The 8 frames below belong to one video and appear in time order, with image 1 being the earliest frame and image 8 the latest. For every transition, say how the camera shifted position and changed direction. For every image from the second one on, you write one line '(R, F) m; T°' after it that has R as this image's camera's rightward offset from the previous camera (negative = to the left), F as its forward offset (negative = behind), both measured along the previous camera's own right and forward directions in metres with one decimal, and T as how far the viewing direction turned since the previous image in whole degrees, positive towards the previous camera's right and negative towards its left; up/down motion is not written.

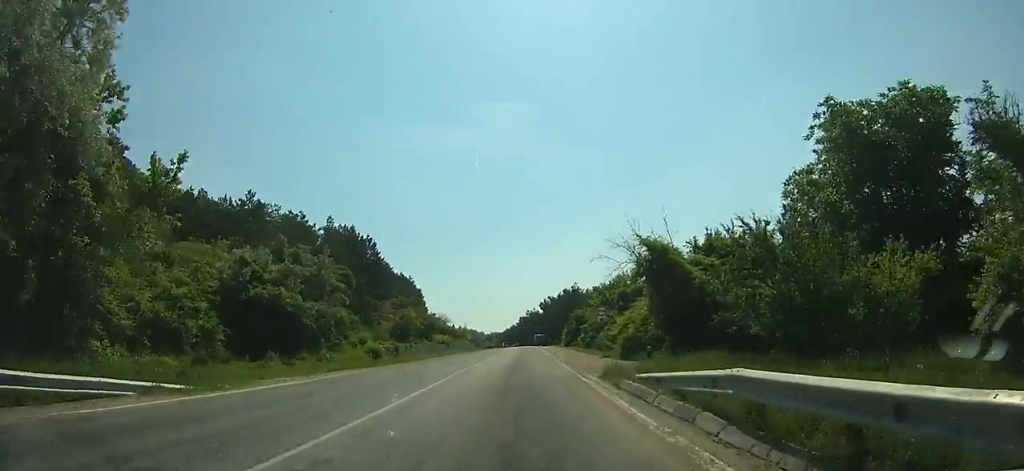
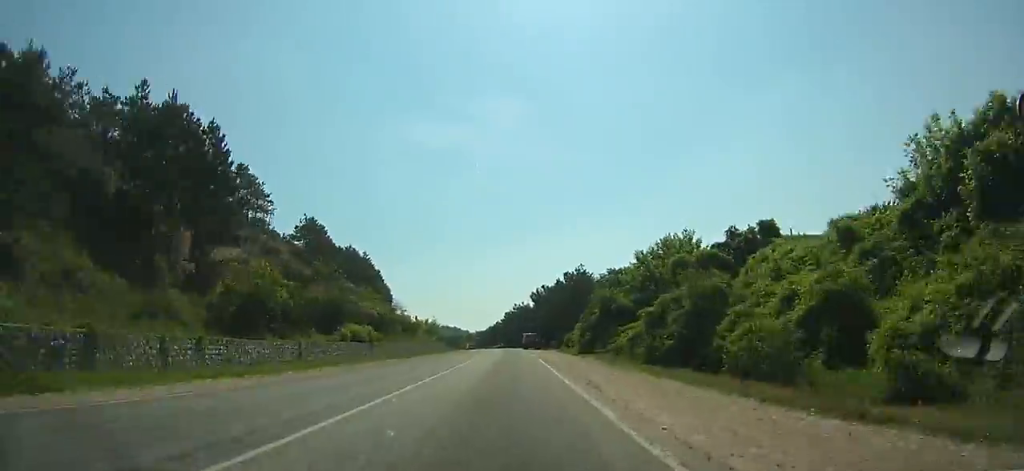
(+0.6, +37.1) m; +1°
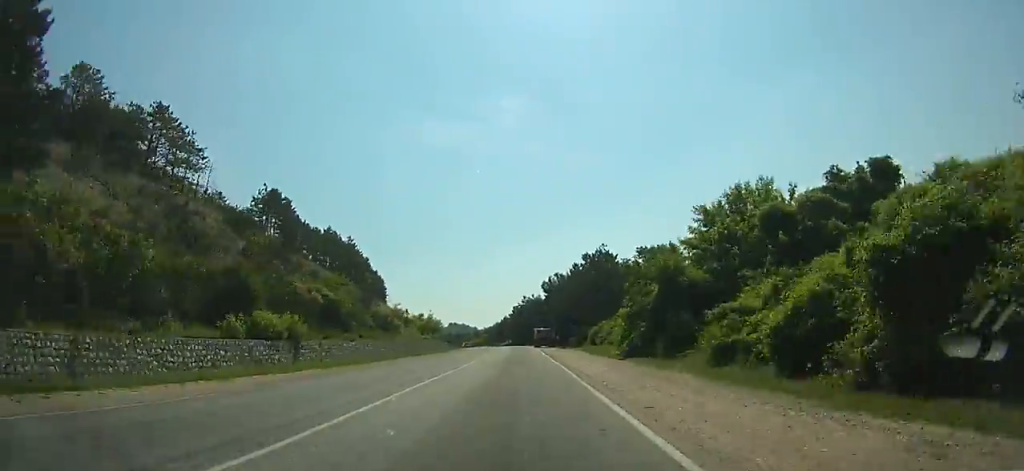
(+0.1, +17.5) m; 0°
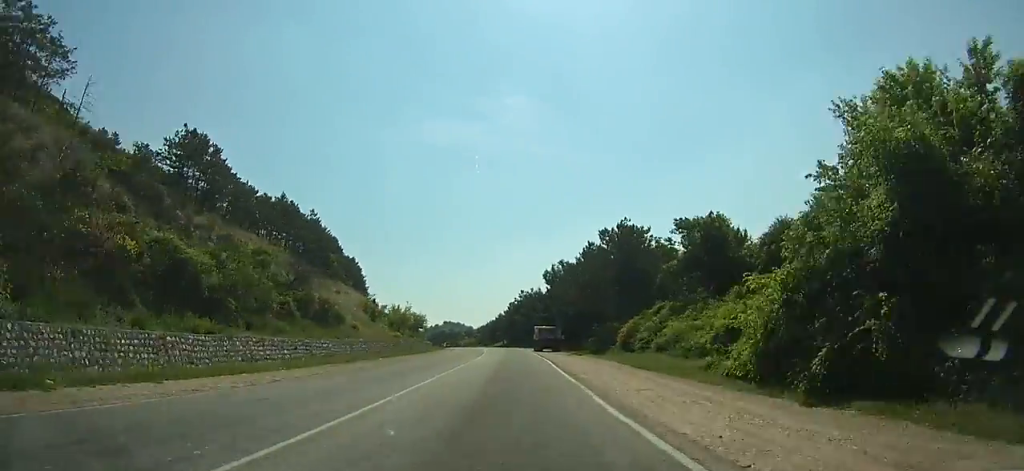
(+0.1, +20.4) m; 0°
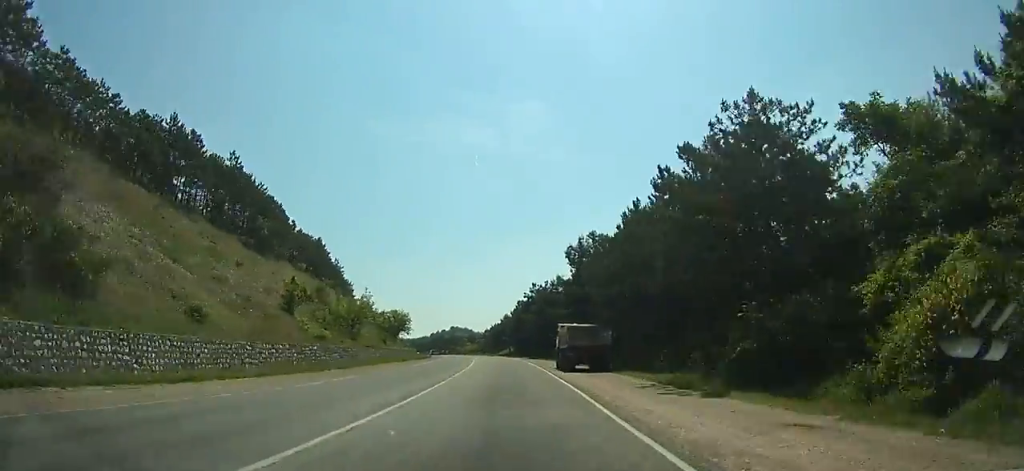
(-0.1, +30.2) m; -1°
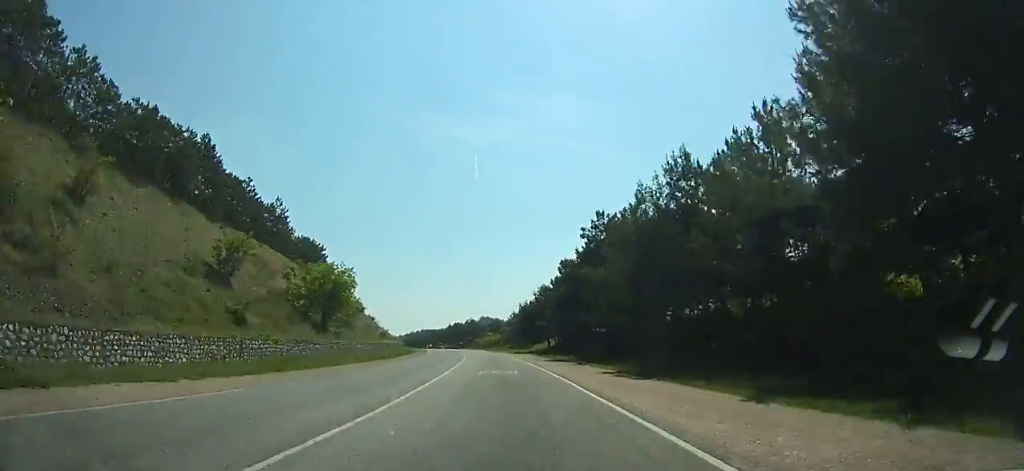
(-1.0, +51.8) m; -3°
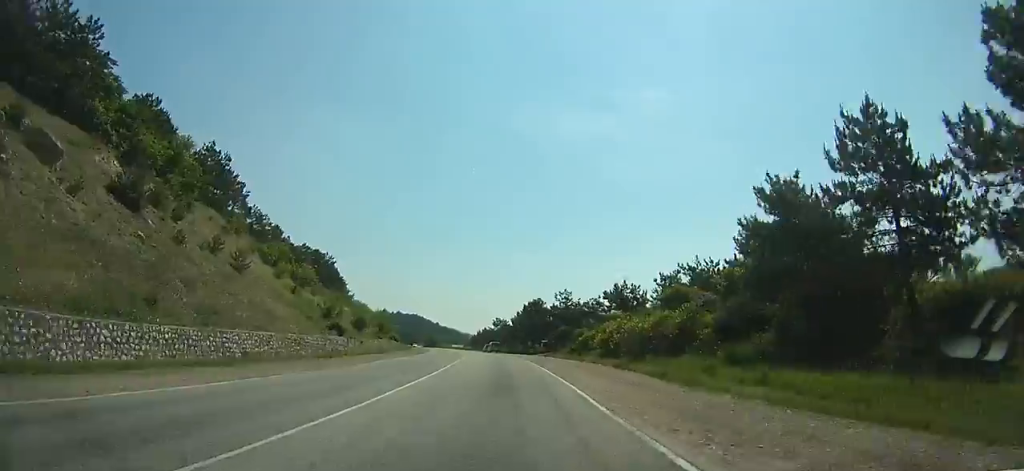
(-6.6, +92.7) m; -9°
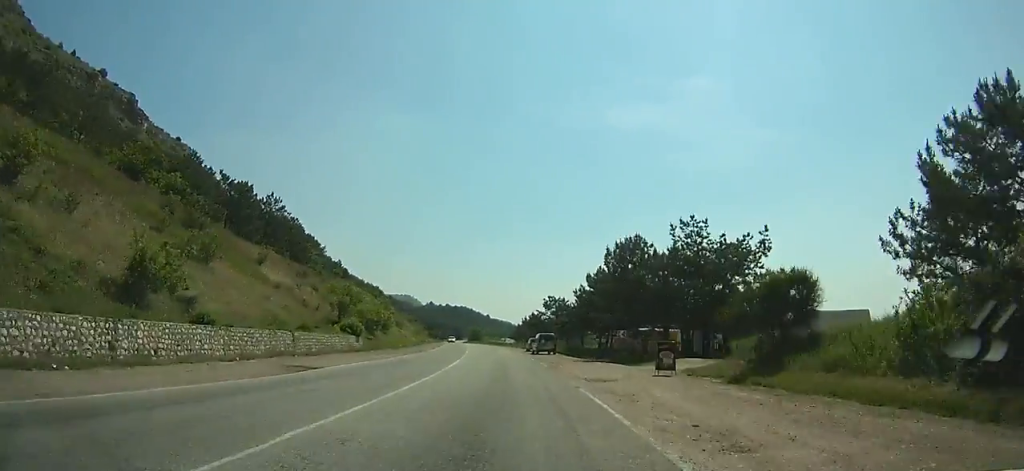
(-1.8, +48.3) m; -5°
